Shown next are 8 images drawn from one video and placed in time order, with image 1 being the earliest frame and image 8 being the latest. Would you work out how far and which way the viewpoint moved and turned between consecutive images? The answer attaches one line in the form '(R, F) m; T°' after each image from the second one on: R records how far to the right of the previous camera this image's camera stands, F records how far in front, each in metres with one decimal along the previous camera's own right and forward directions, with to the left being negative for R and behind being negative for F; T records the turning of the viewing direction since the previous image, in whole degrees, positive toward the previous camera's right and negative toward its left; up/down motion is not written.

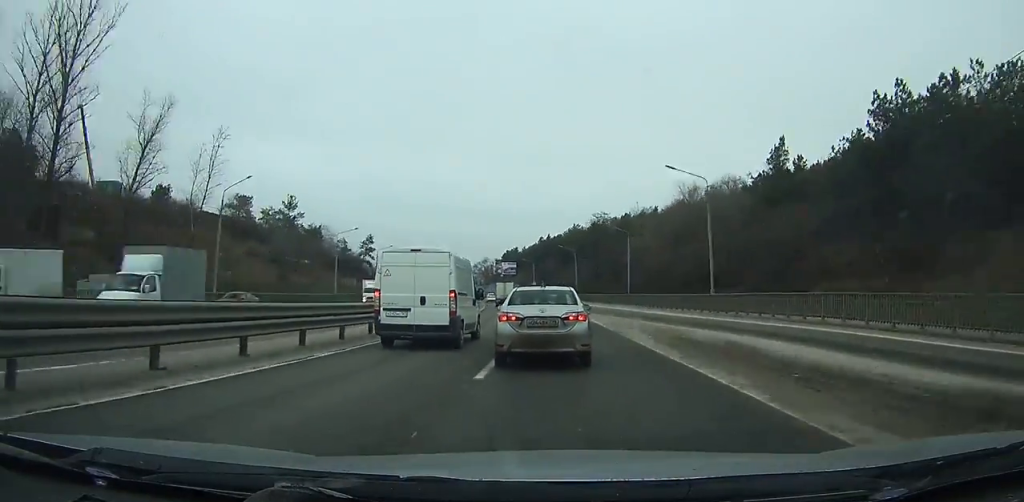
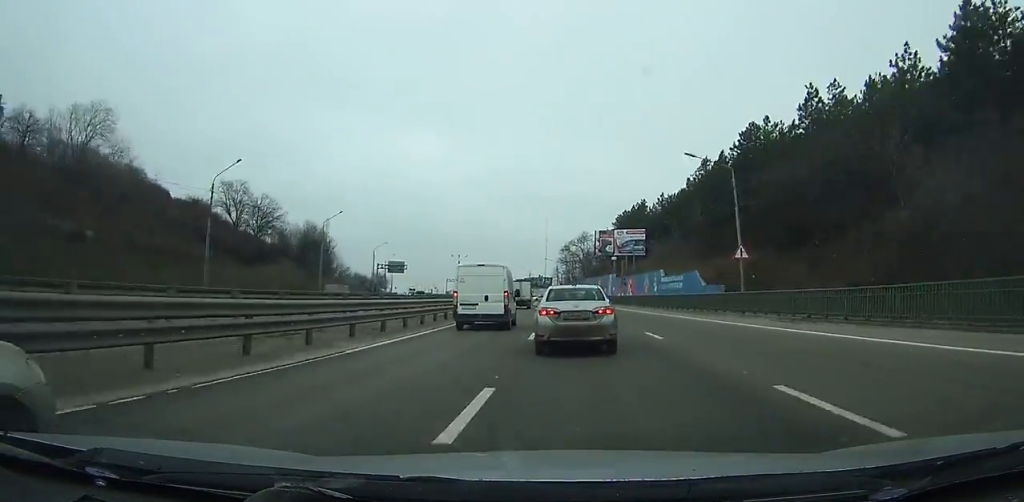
(-11.0, +114.2) m; -10°
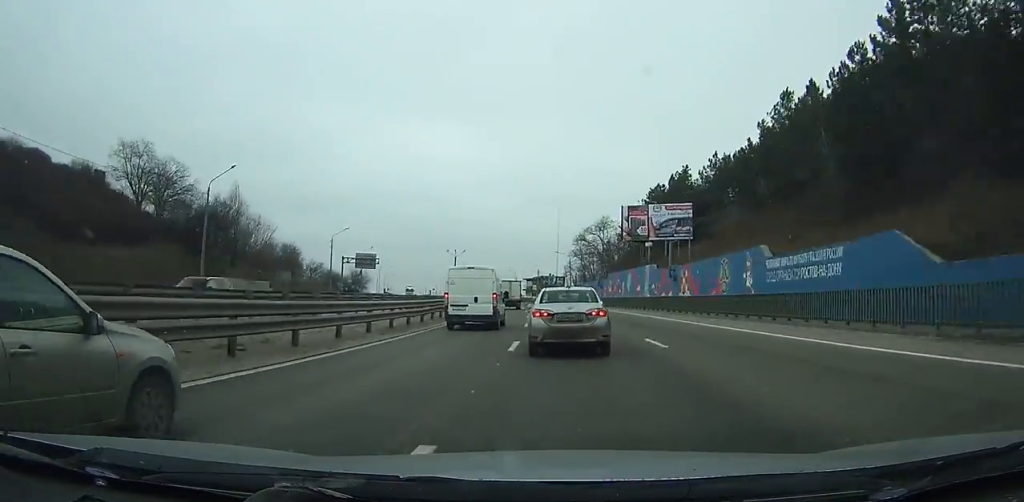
(-0.6, +27.1) m; -2°
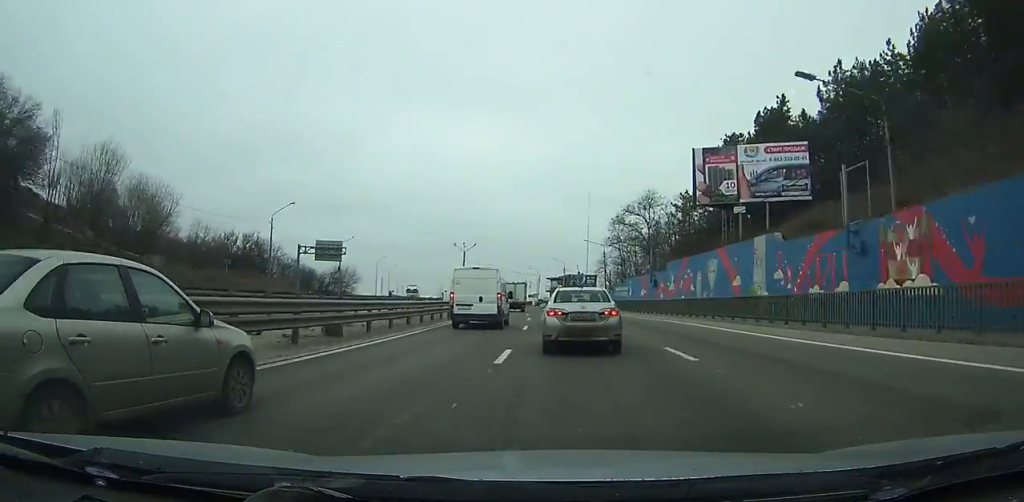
(+0.3, +27.1) m; -2°
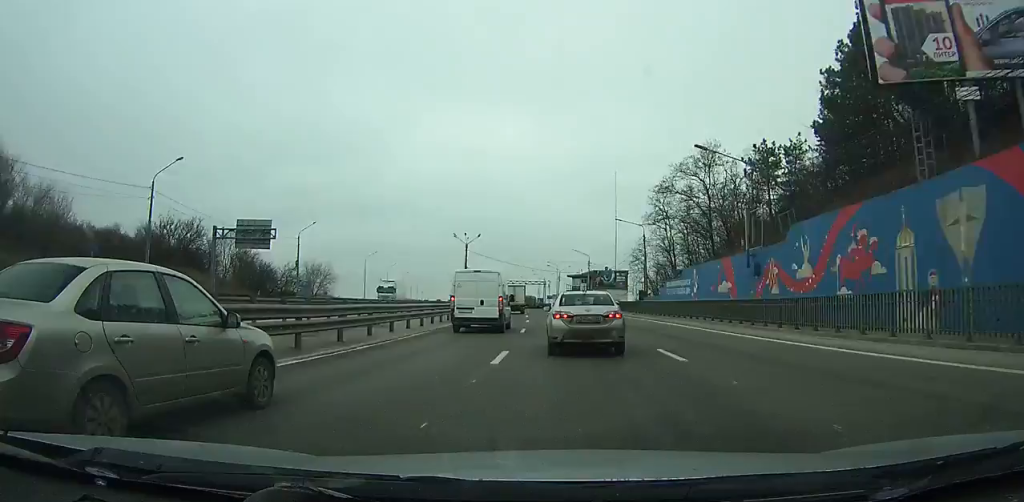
(-1.2, +23.1) m; -3°
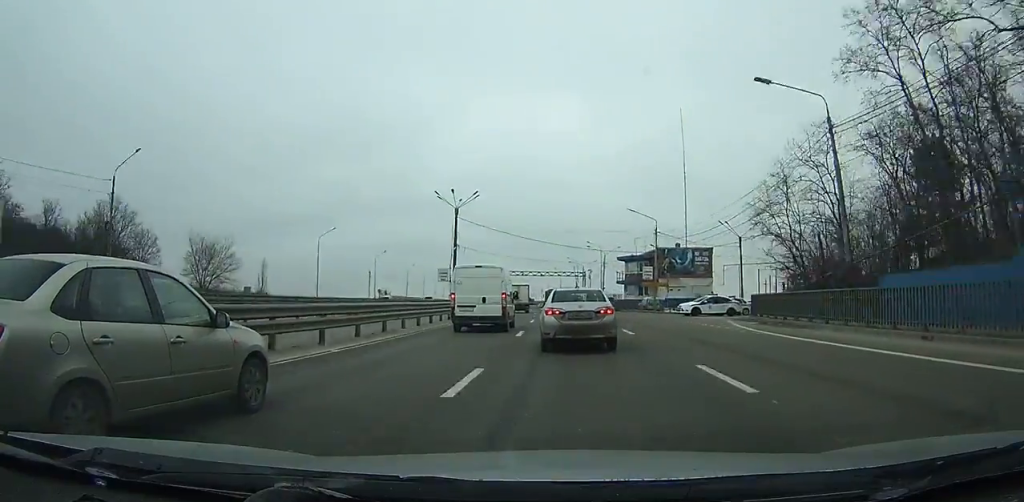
(-1.4, +39.1) m; -4°
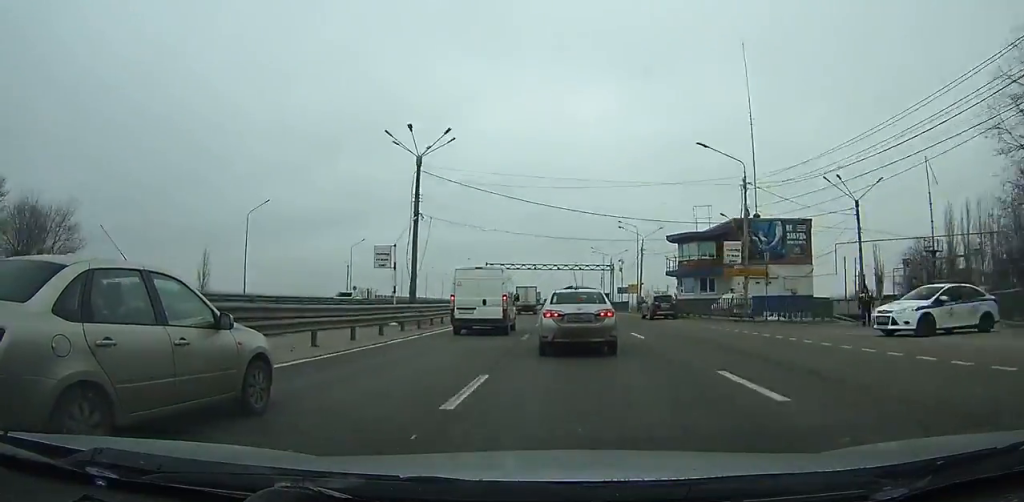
(-0.7, +23.9) m; -2°
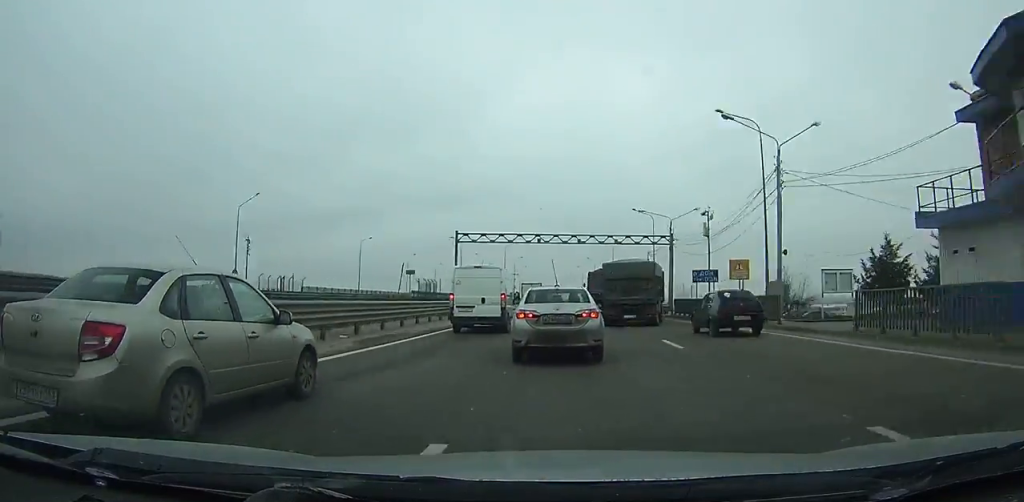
(-0.6, +38.8) m; -1°
